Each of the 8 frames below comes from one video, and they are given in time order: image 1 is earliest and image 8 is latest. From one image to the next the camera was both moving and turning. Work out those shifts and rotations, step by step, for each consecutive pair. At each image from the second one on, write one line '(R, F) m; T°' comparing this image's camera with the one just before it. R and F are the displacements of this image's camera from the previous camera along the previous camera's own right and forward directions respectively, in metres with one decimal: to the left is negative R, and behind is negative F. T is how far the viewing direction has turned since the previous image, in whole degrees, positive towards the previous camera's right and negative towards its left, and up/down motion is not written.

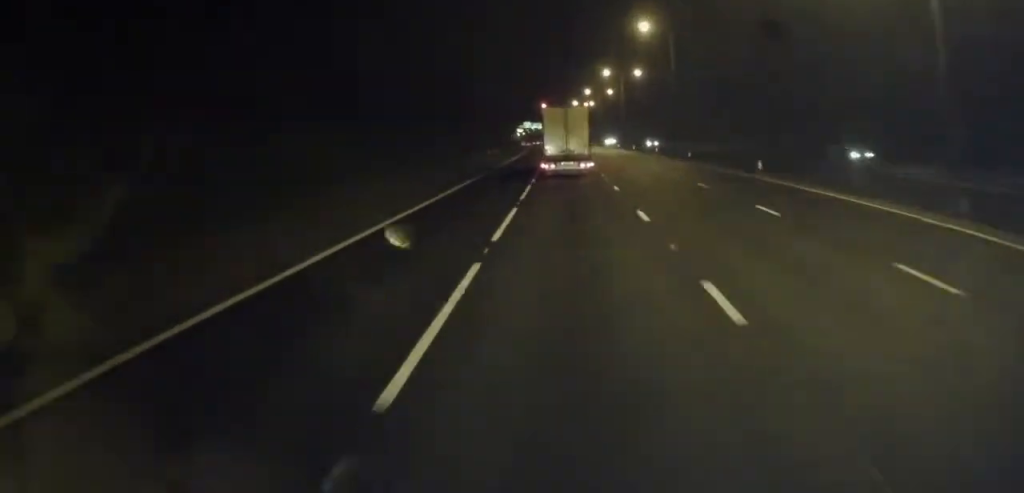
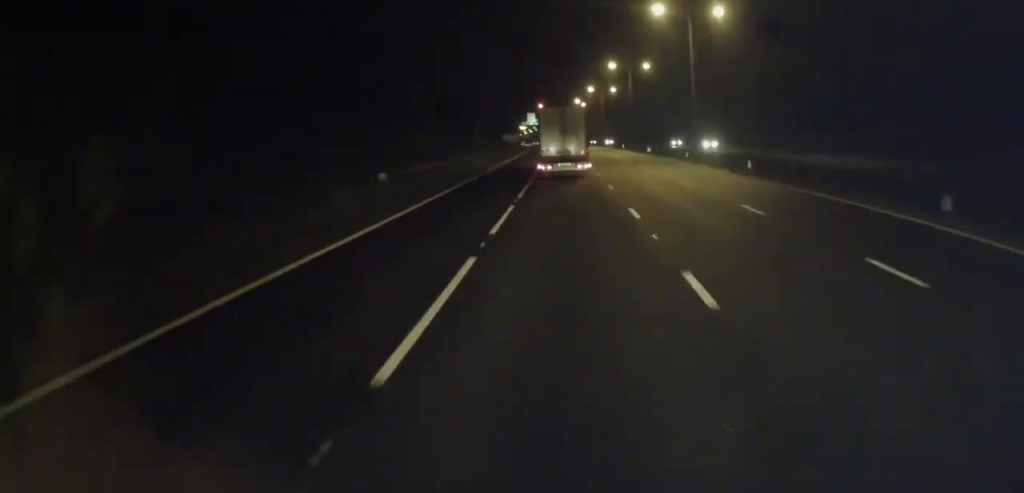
(+0.1, +54.1) m; -1°
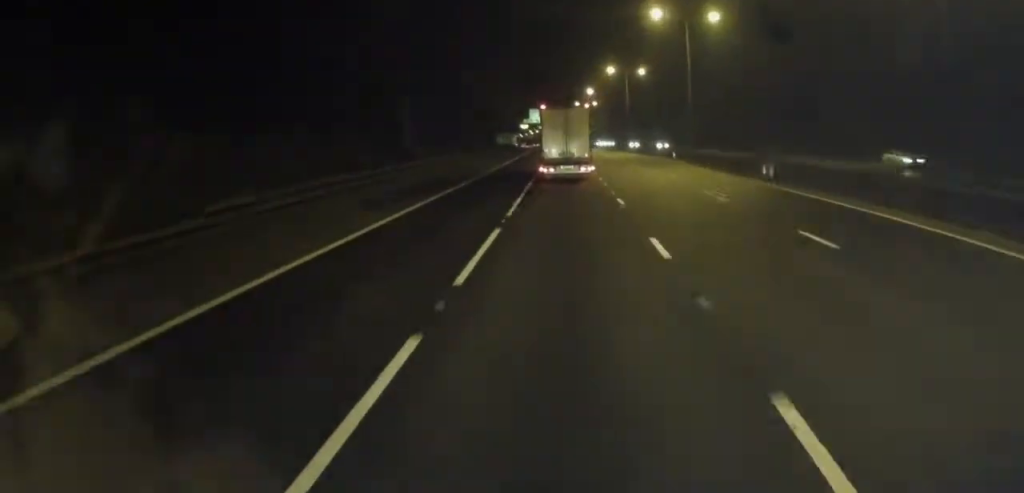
(-0.7, +41.9) m; -1°
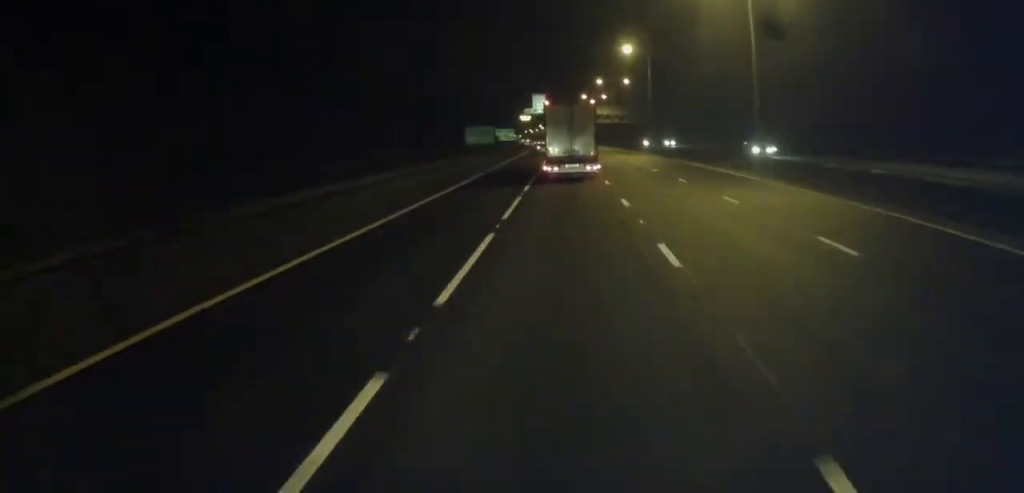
(-0.6, +64.5) m; -1°
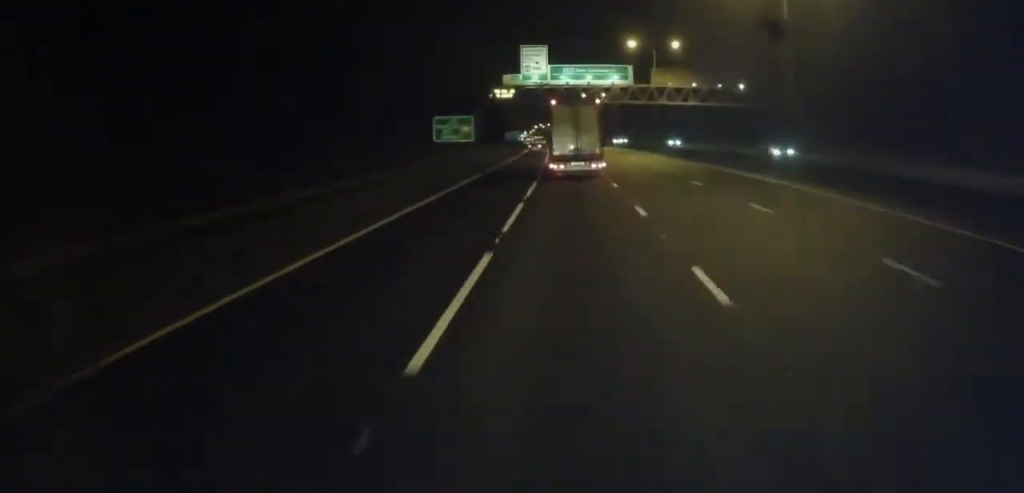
(-1.5, +94.4) m; -1°
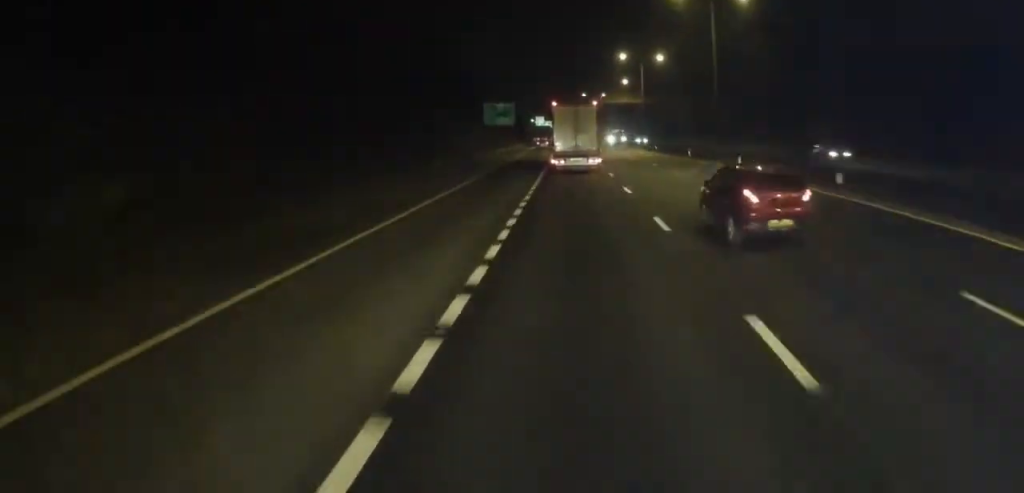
(-8.1, +249.6) m; -4°
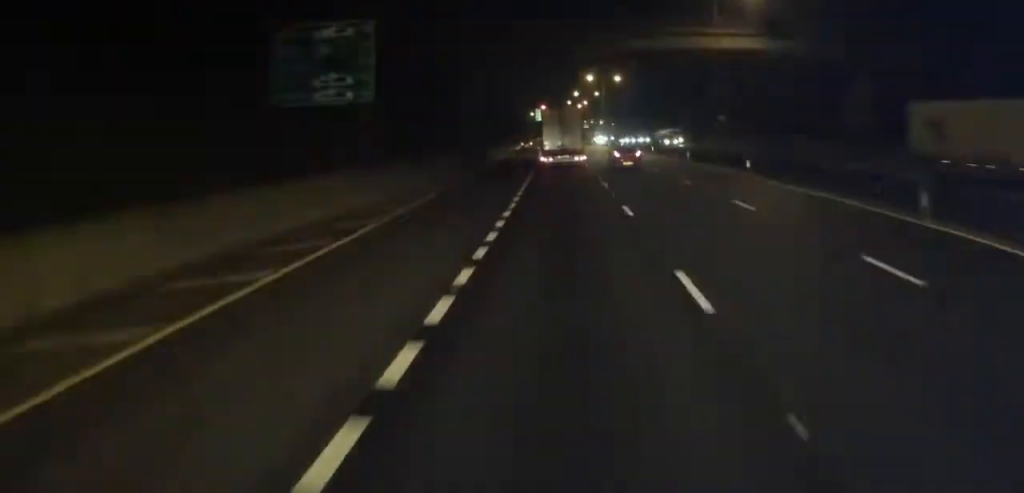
(-0.9, +89.6) m; -2°
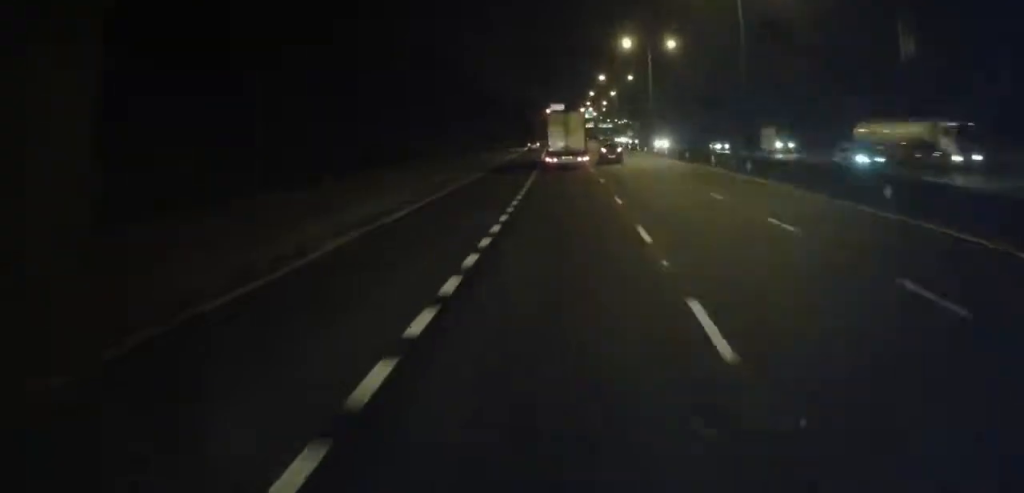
(+0.4, +47.8) m; -1°
